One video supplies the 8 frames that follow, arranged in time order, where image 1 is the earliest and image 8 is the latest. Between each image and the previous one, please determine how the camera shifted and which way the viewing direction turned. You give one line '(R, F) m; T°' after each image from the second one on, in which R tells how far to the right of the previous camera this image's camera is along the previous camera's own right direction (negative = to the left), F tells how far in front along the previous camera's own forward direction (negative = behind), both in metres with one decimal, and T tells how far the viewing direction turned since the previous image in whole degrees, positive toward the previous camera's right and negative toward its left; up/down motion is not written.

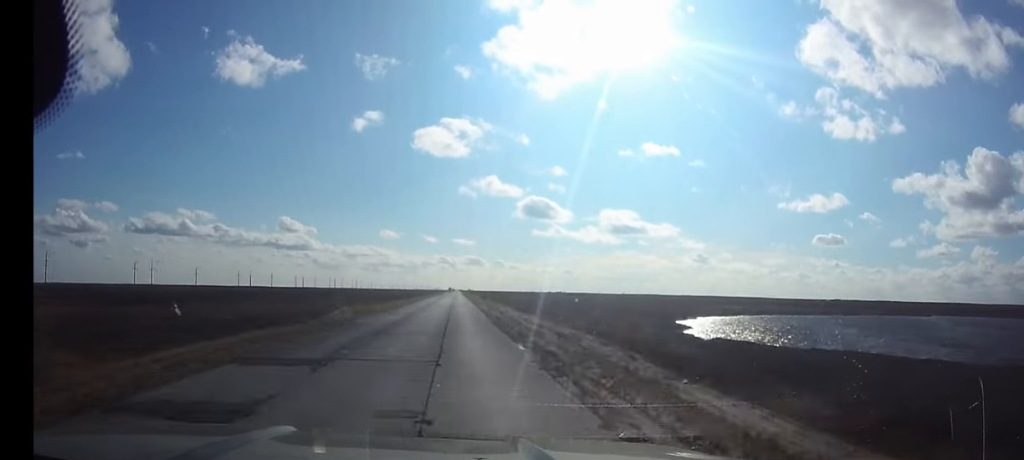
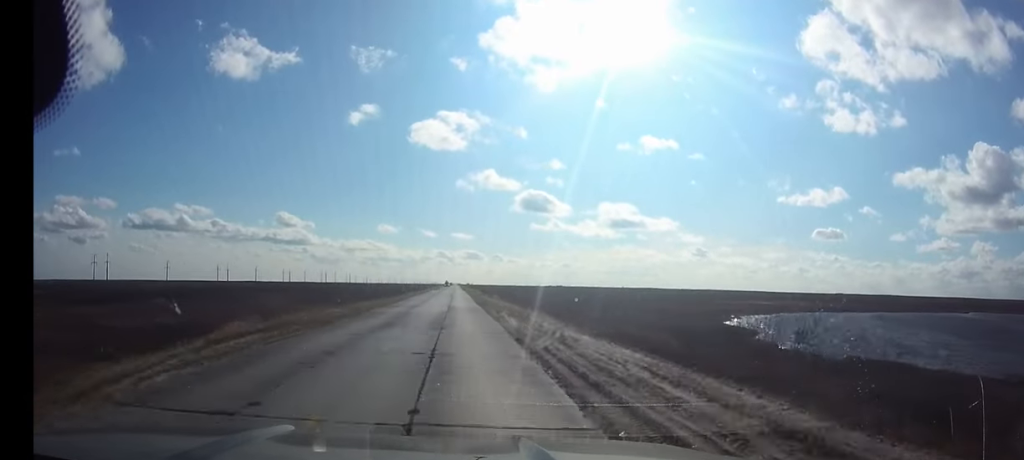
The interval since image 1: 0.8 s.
(0.0, +23.2) m; 0°
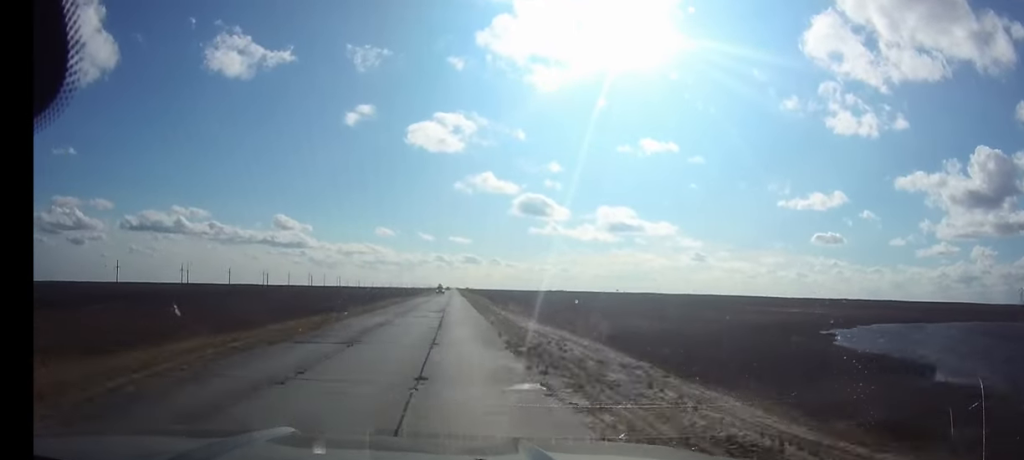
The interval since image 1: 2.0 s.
(0.0, +33.1) m; 0°
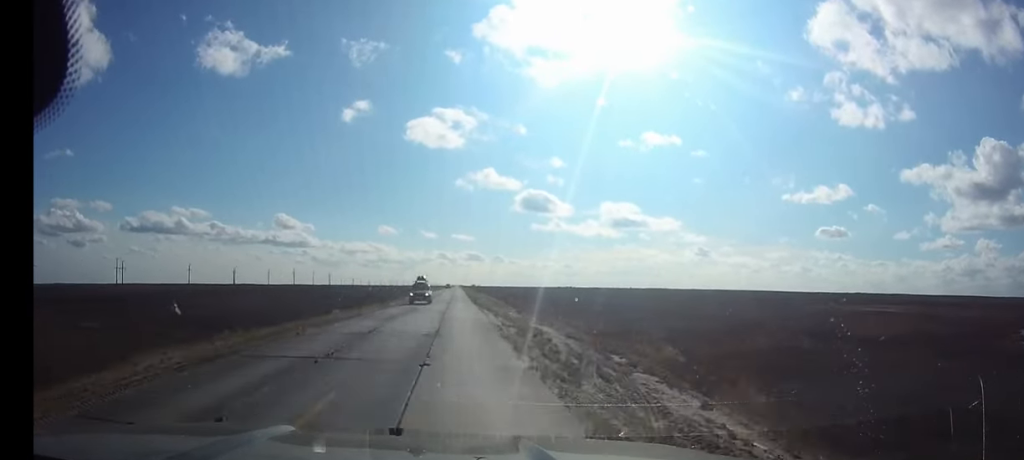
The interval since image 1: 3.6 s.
(-0.1, +44.2) m; 0°
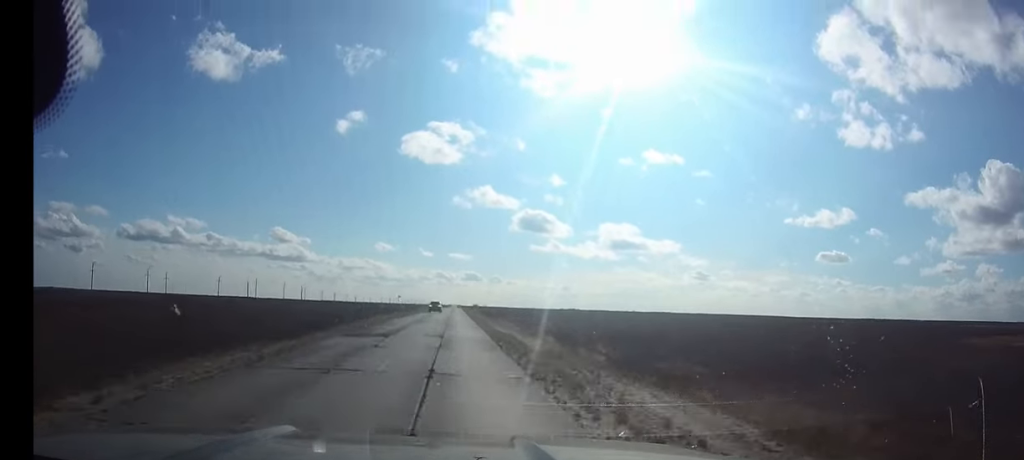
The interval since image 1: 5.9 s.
(0.0, +64.8) m; 0°
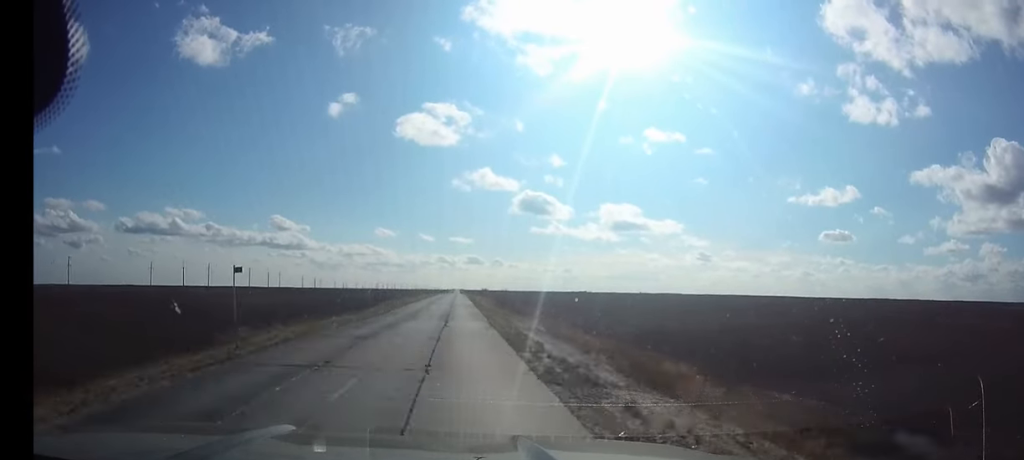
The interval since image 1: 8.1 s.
(-0.1, +59.5) m; 0°
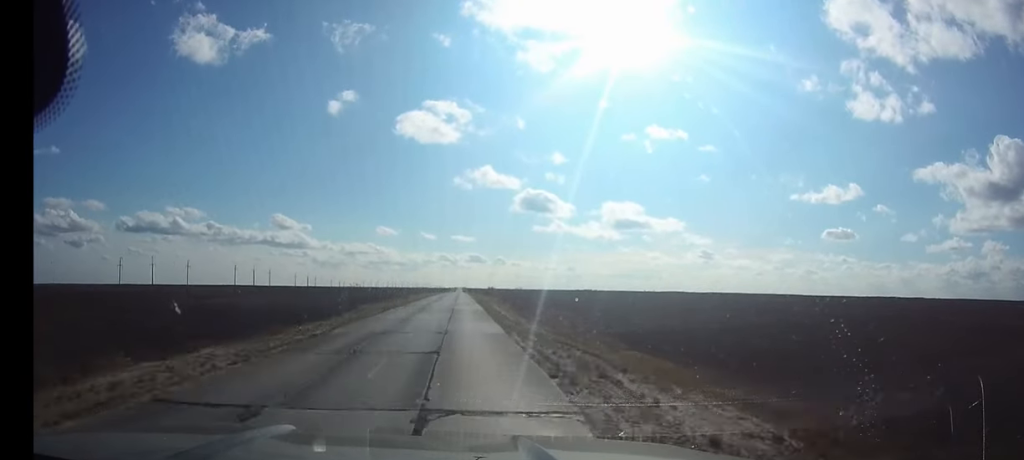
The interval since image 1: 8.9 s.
(0.0, +20.9) m; 0°
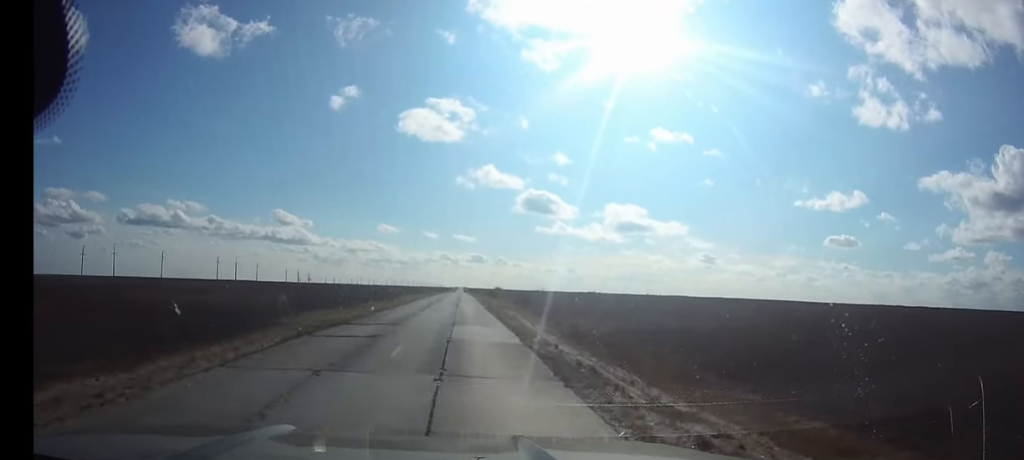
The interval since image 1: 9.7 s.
(+0.1, +21.8) m; 0°
